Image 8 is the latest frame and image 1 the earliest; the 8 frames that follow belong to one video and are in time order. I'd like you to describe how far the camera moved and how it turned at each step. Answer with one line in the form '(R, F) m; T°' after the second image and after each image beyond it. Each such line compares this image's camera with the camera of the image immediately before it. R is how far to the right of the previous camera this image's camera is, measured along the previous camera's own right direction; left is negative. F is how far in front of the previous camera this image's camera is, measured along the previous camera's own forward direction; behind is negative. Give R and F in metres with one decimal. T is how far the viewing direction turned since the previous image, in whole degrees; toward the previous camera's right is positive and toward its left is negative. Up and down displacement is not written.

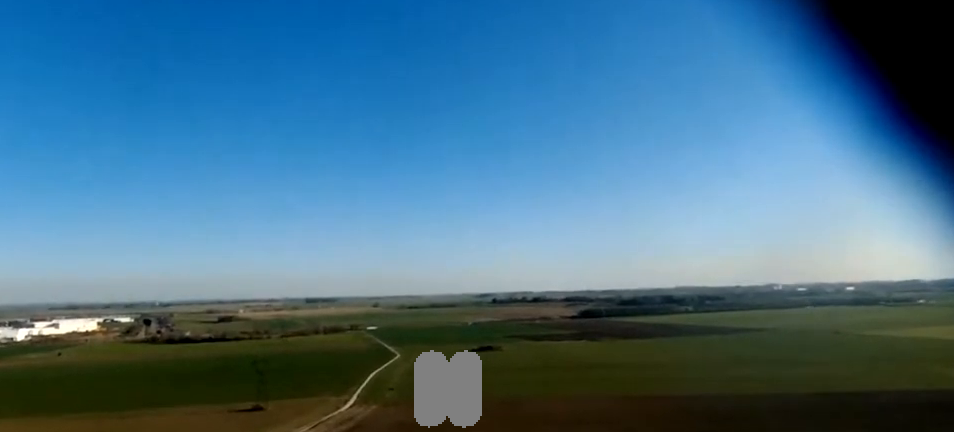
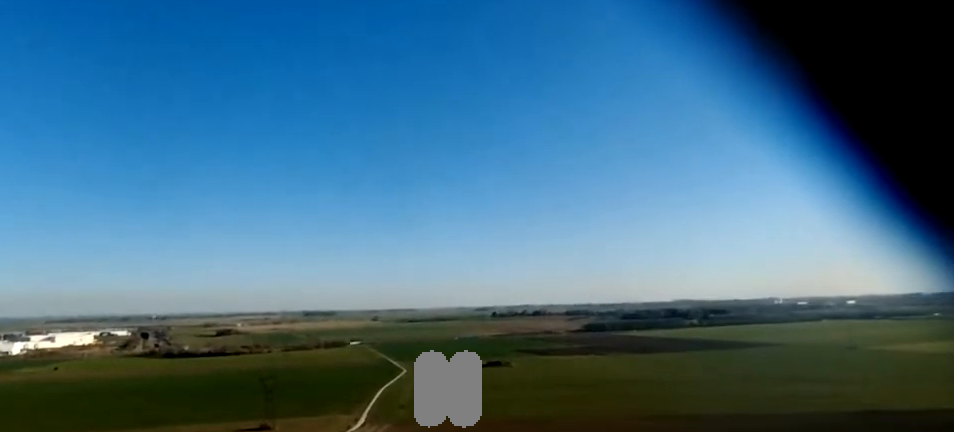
(+0.6, +20.3) m; +8°
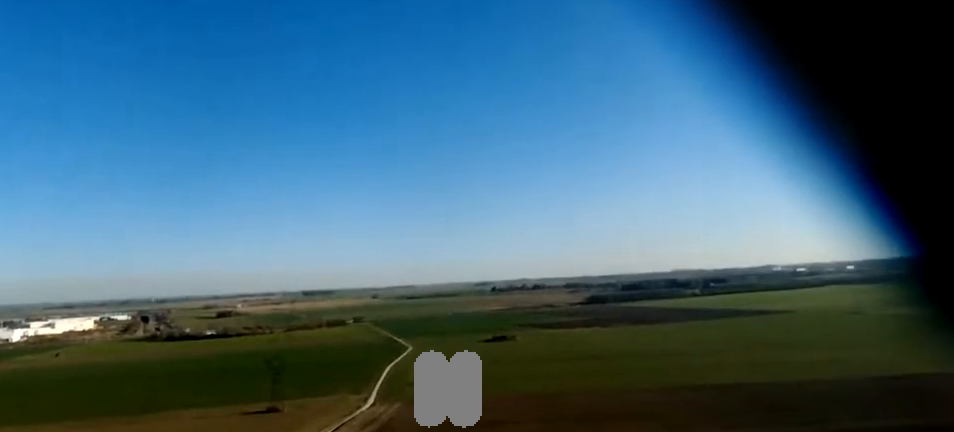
(+0.8, +12.3) m; +4°
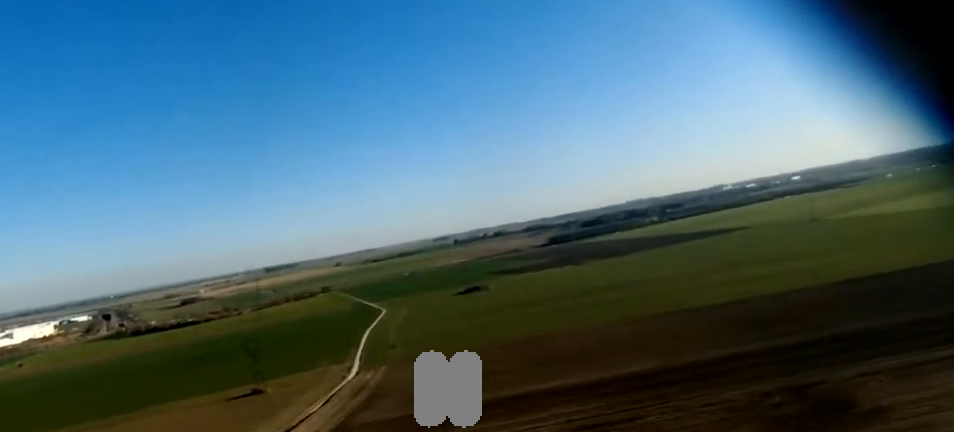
(+0.4, +12.6) m; +4°
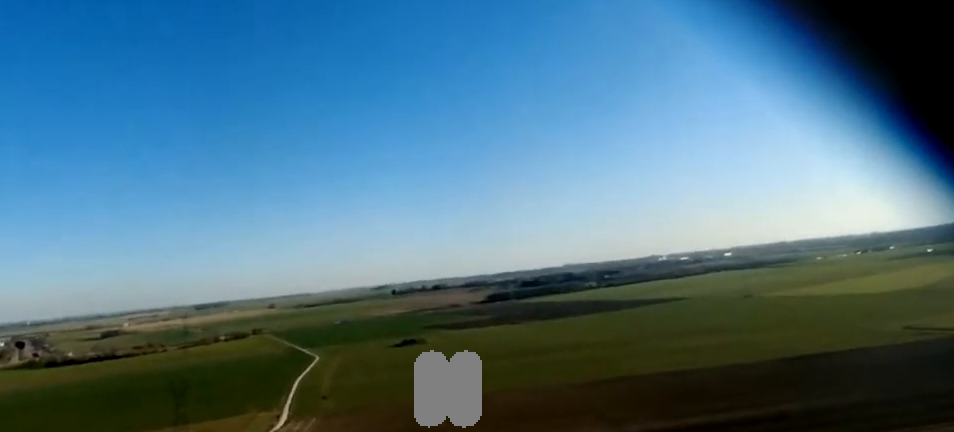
(+0.2, +8.5) m; +2°
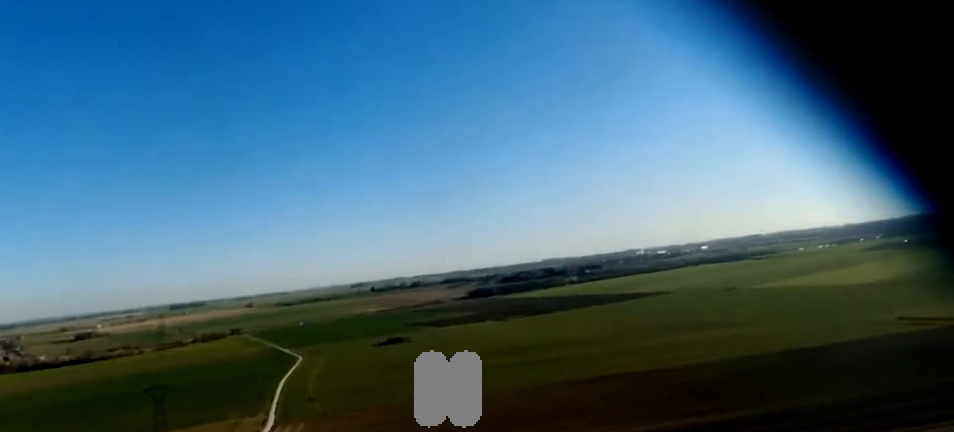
(+0.6, +15.2) m; +9°
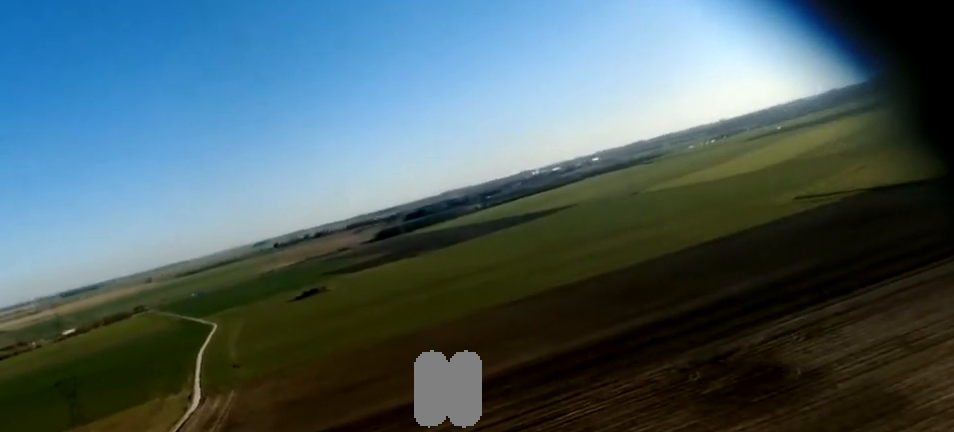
(+2.0, +18.1) m; +11°
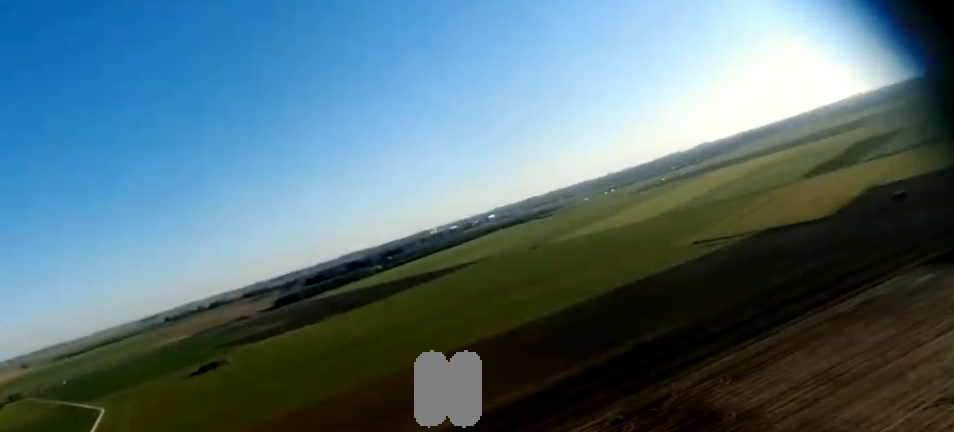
(+0.7, +11.6) m; +7°
